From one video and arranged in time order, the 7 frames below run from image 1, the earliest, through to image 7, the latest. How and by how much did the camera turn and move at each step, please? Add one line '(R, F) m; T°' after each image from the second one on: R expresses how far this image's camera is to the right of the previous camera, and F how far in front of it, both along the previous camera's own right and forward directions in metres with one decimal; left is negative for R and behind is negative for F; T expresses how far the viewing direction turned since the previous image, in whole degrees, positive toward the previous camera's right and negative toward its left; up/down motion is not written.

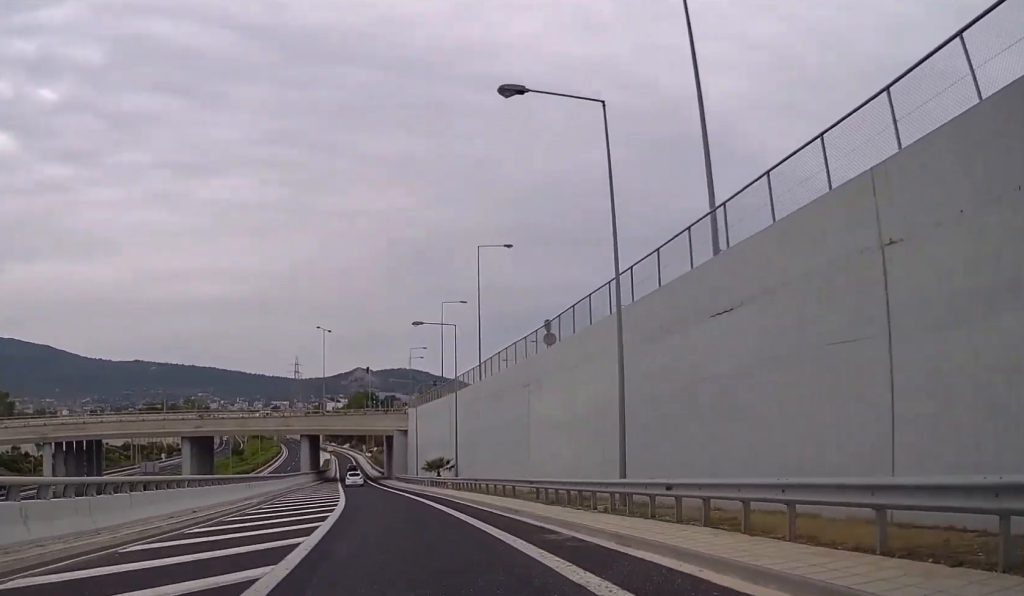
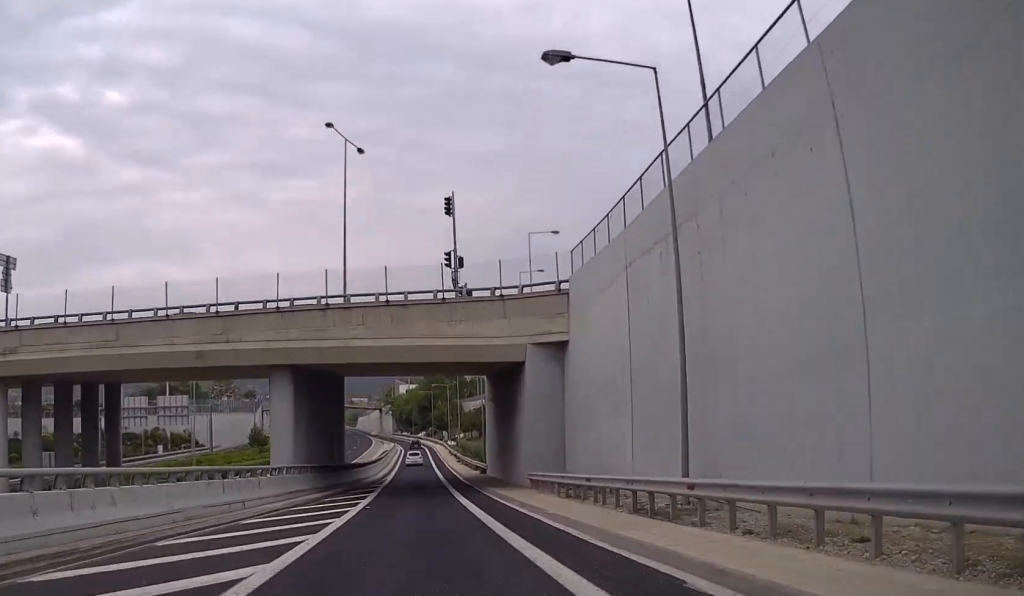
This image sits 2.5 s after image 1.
(-4.8, +59.3) m; -7°
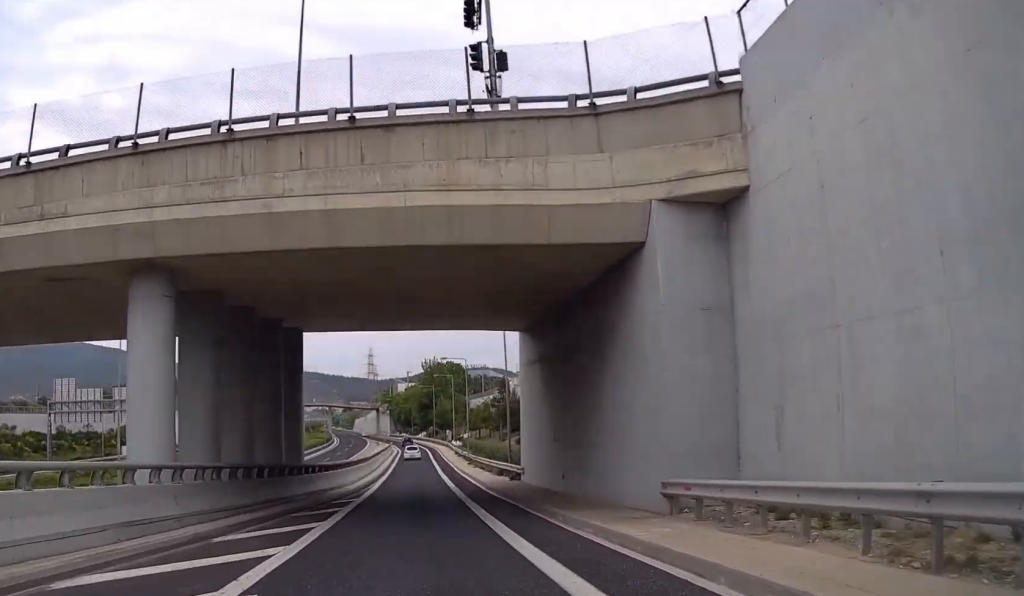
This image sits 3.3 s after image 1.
(-0.2, +17.7) m; -1°
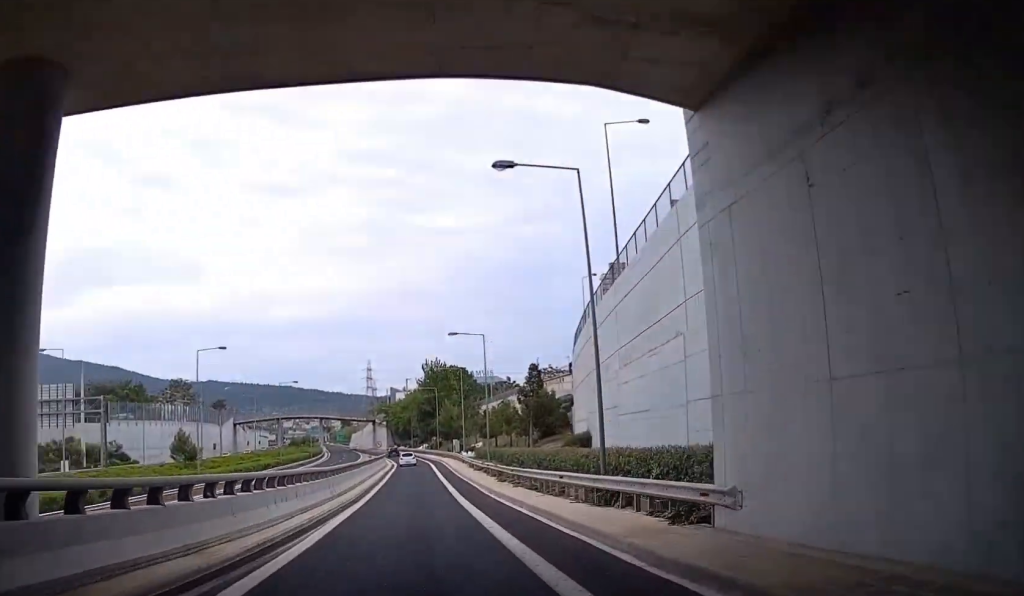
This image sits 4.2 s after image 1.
(-0.1, +22.7) m; -1°
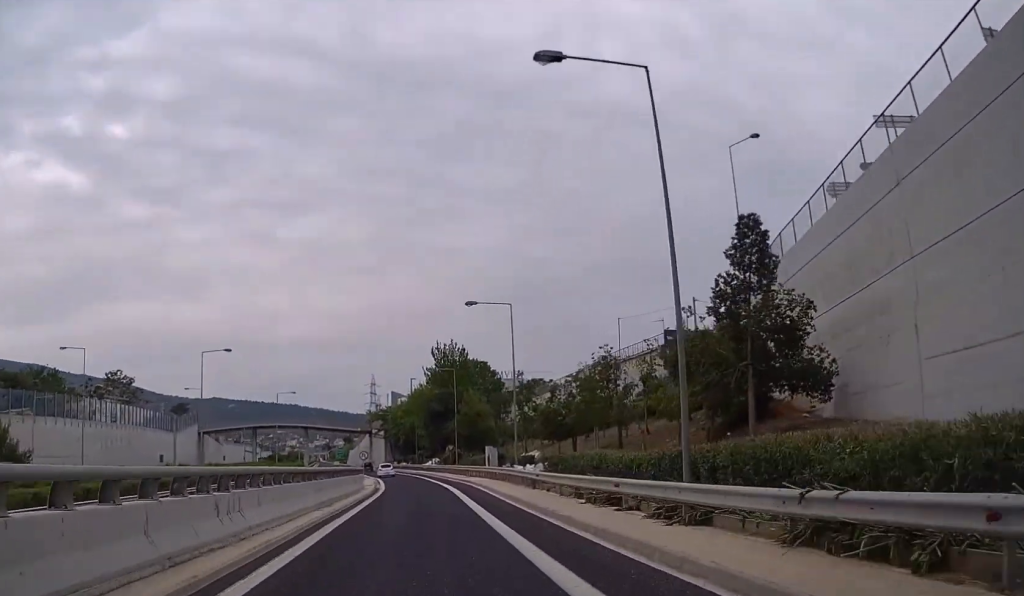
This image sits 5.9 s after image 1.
(-0.4, +42.6) m; -1°
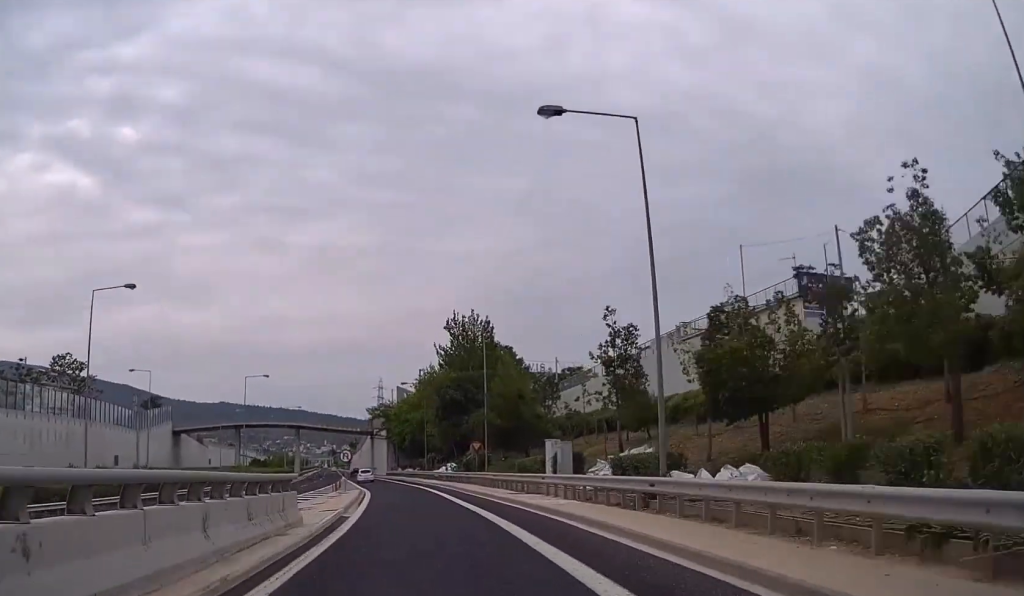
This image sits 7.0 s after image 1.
(-0.1, +25.5) m; -1°
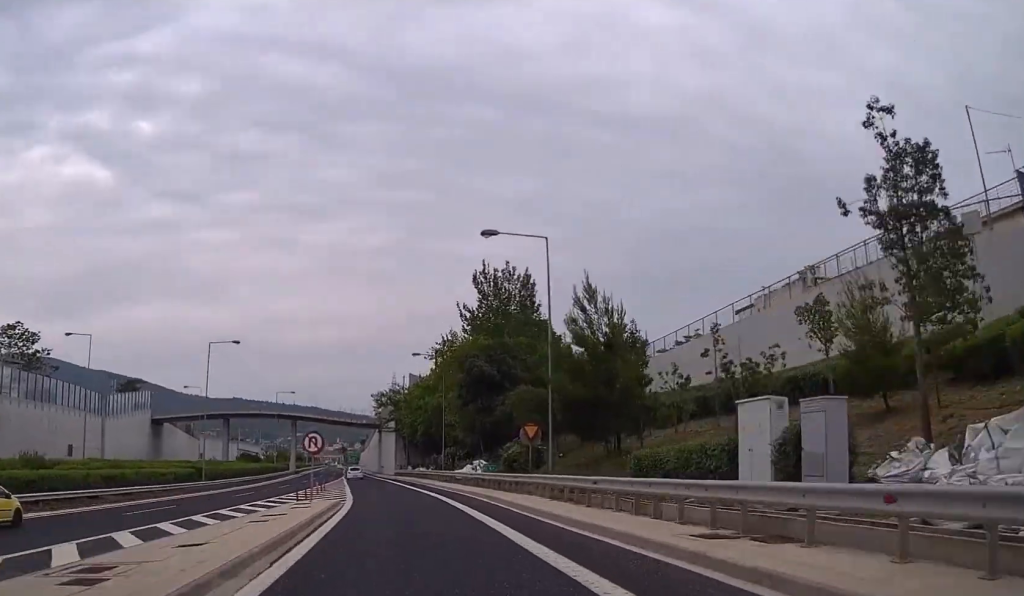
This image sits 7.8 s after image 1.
(0.0, +21.4) m; -1°
